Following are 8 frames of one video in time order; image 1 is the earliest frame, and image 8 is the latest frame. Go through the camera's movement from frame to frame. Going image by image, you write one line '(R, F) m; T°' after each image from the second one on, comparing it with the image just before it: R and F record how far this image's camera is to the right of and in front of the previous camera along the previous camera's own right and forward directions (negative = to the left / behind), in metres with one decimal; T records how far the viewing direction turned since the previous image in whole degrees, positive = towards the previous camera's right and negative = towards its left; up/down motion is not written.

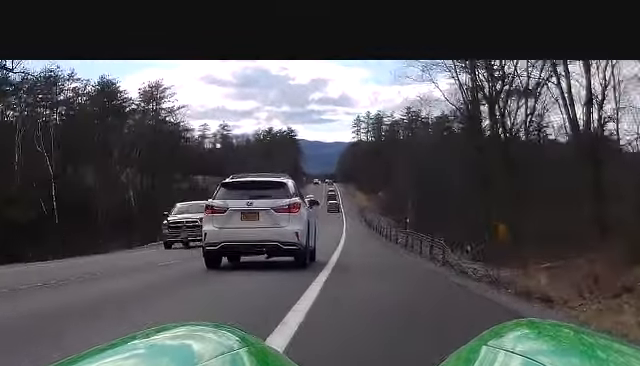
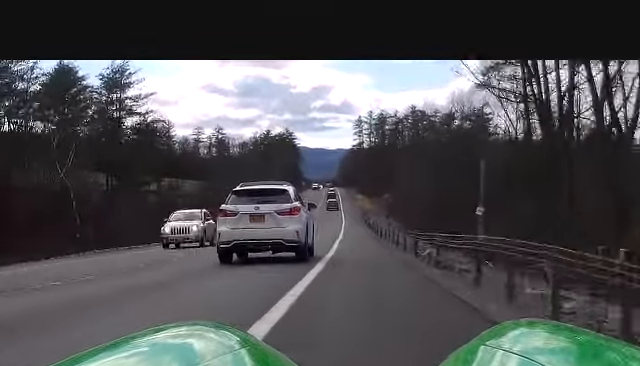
(0.0, +17.8) m; 0°
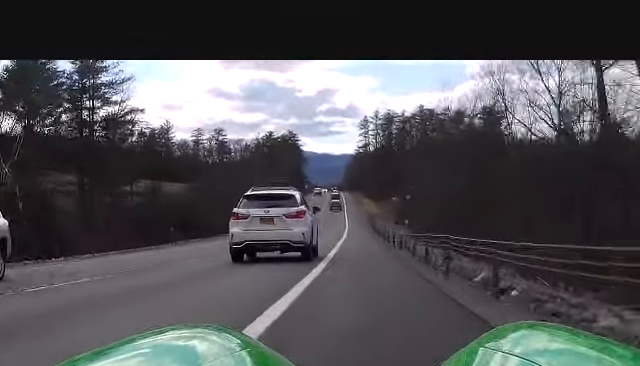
(0.0, +11.5) m; 0°
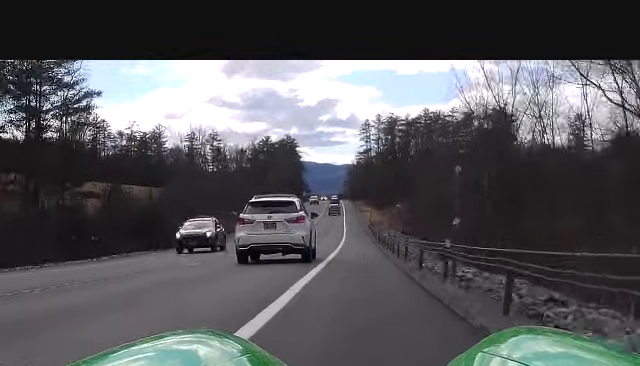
(0.0, +14.3) m; 0°
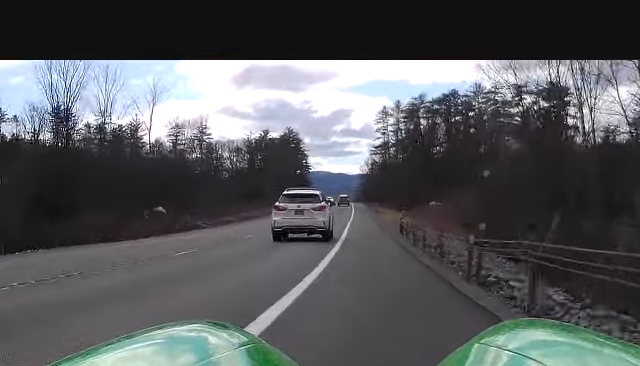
(-0.2, +45.4) m; -1°
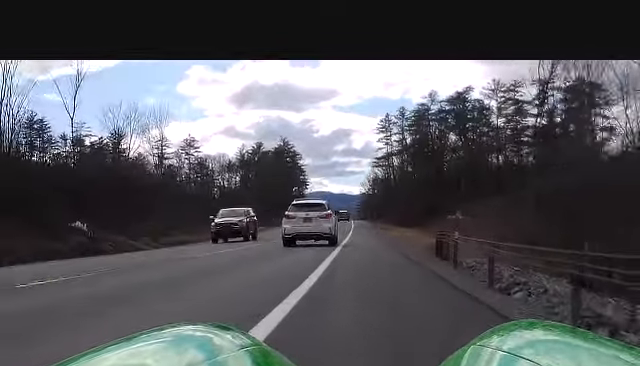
(-0.1, +19.8) m; -1°
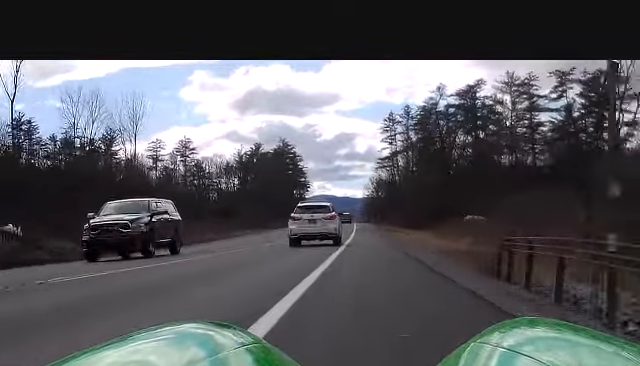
(-0.1, +9.6) m; 0°
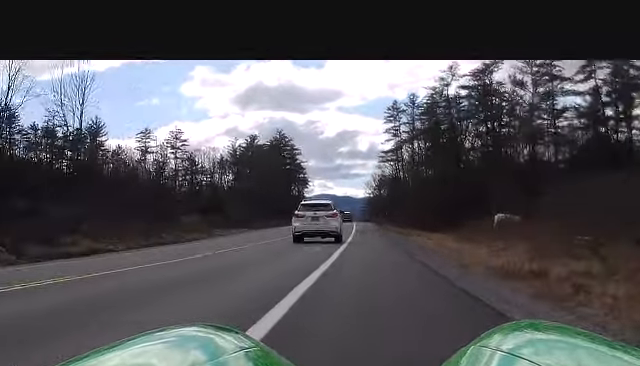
(0.0, +12.3) m; 0°
